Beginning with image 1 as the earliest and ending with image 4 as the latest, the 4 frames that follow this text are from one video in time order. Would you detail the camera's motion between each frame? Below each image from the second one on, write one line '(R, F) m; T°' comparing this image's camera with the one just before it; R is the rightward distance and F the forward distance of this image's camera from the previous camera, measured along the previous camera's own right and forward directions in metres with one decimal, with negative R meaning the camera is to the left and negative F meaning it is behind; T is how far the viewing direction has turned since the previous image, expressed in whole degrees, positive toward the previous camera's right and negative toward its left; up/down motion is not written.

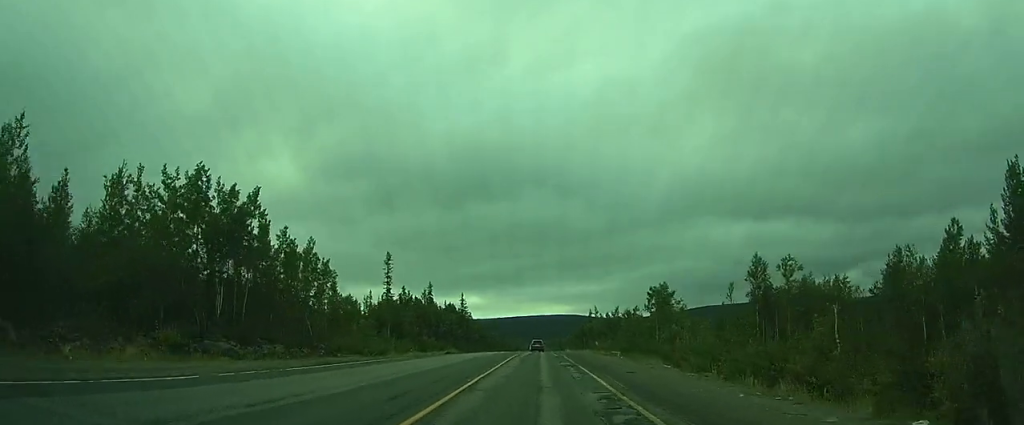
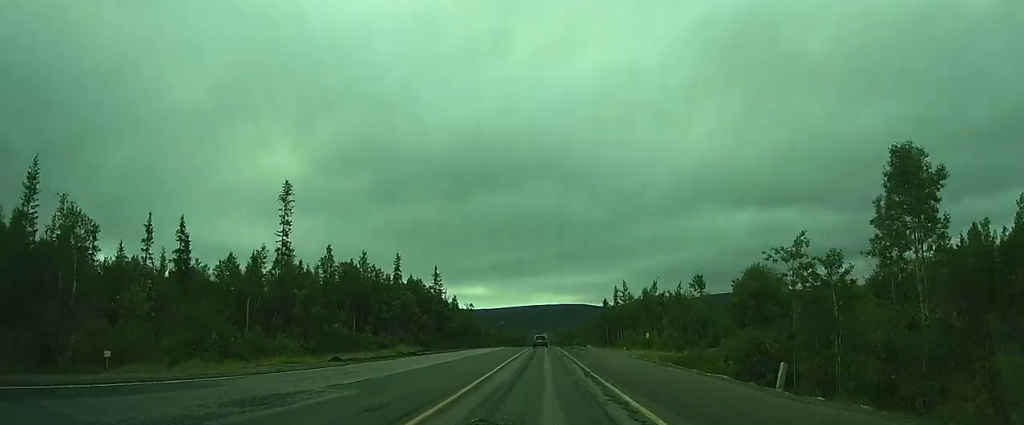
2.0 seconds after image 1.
(+0.1, +47.3) m; 0°
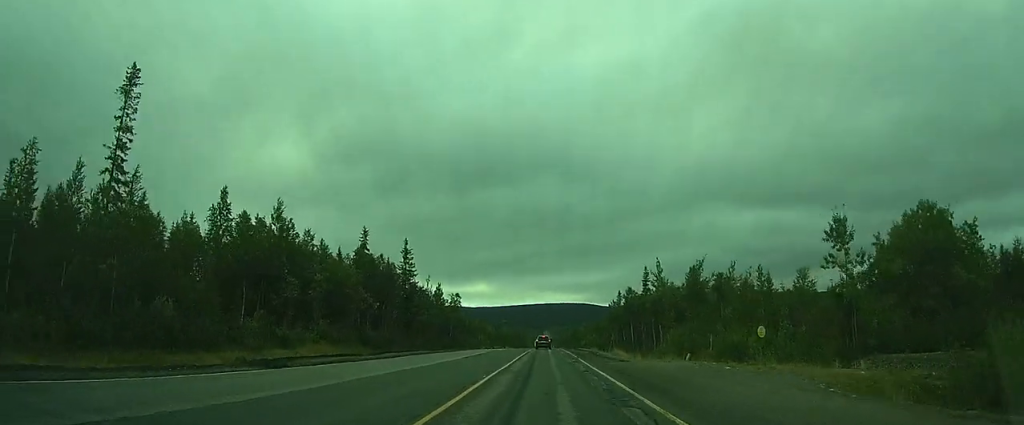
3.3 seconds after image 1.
(0.0, +29.0) m; 0°
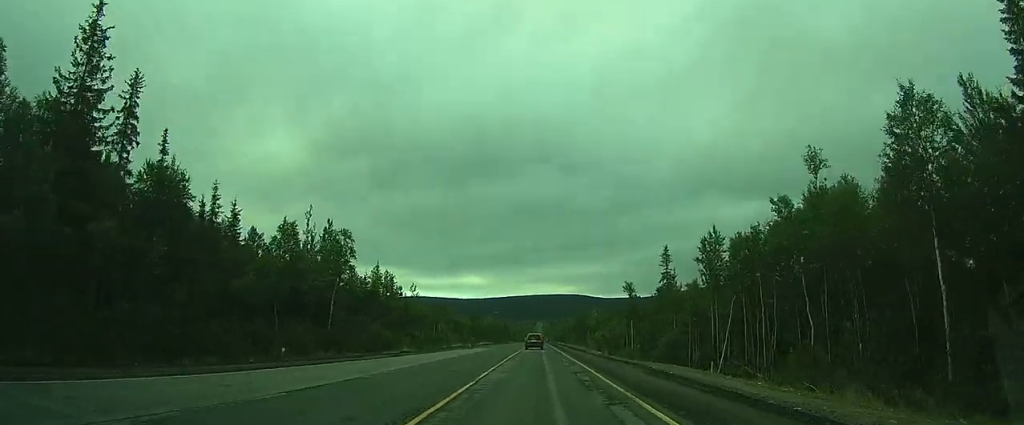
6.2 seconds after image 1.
(-0.1, +66.1) m; 0°
